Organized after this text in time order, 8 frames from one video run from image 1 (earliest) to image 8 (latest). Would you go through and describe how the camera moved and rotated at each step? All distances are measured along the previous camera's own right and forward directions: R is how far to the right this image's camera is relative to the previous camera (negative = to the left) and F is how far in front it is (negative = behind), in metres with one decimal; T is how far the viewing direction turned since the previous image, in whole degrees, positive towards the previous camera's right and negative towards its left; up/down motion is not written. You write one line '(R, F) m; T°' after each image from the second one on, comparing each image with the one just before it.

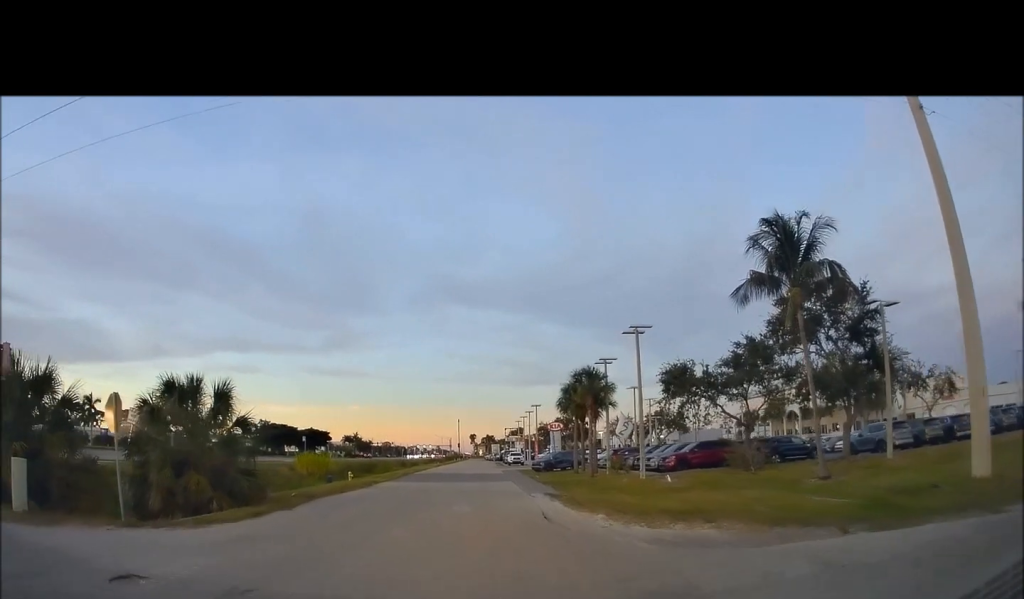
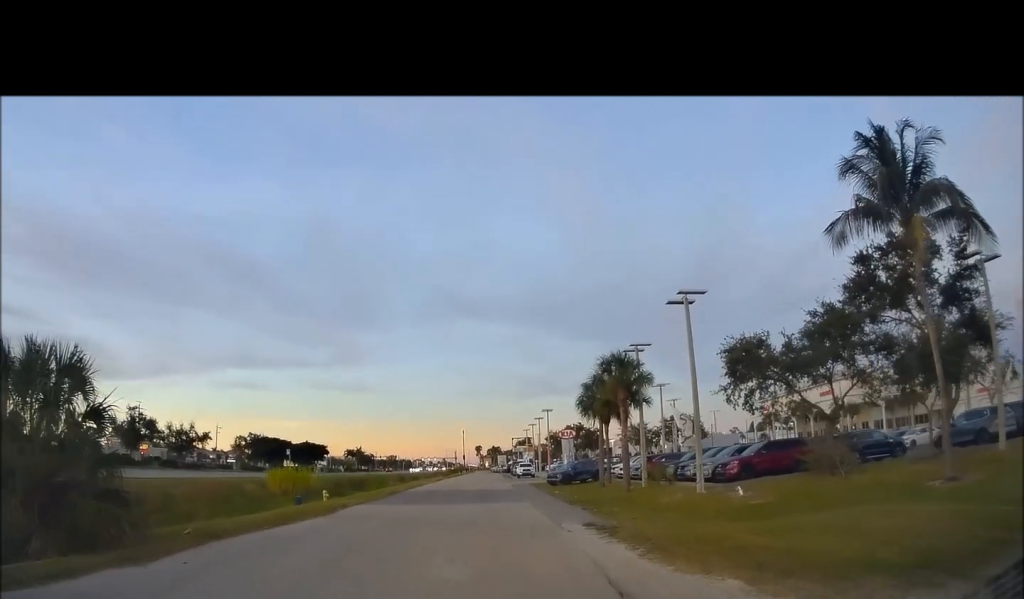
(0.0, +7.1) m; -3°
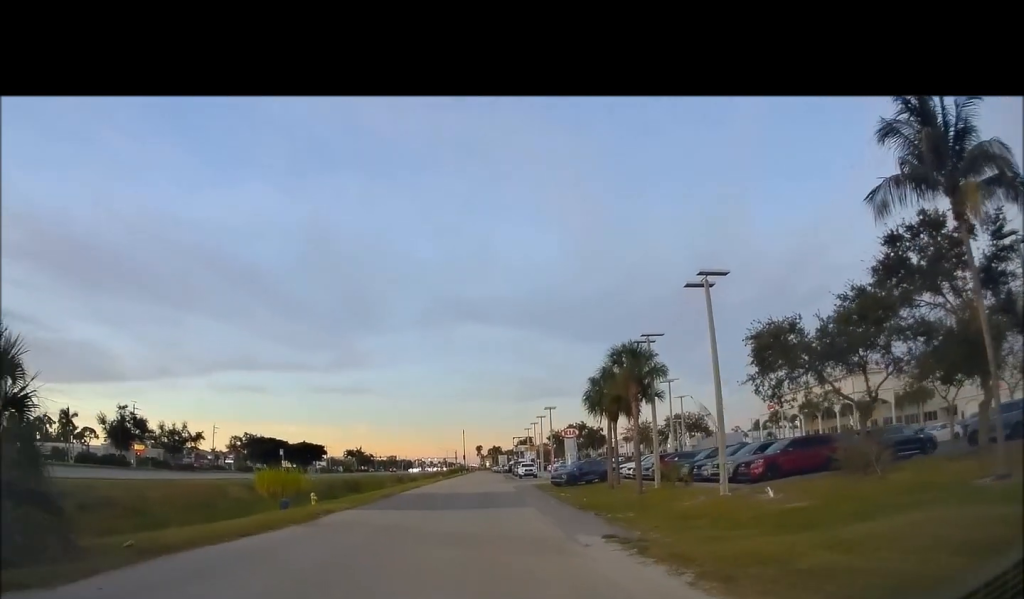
(+0.1, +2.2) m; -2°
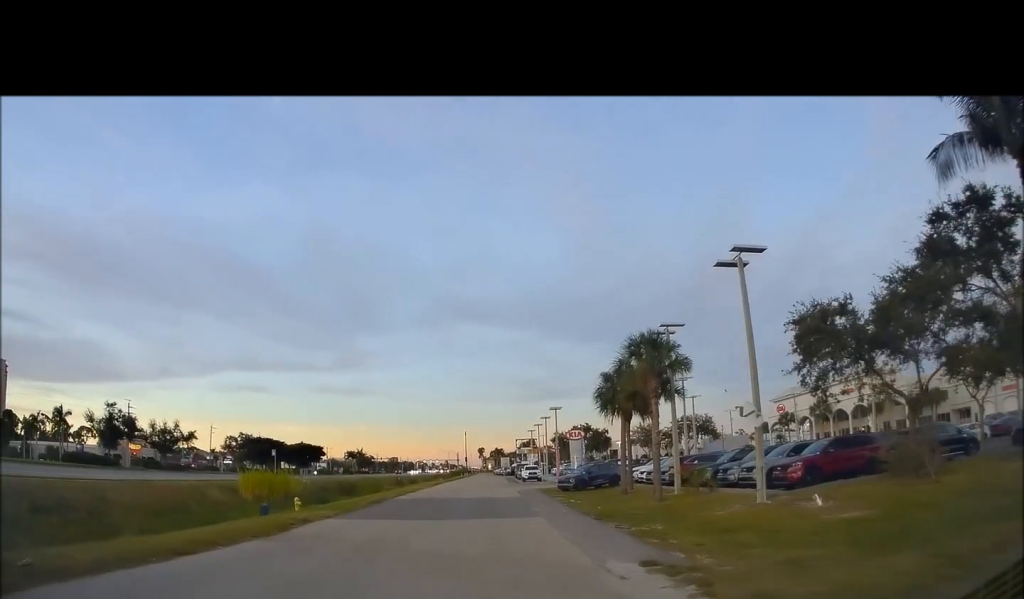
(-0.2, +2.8) m; 0°
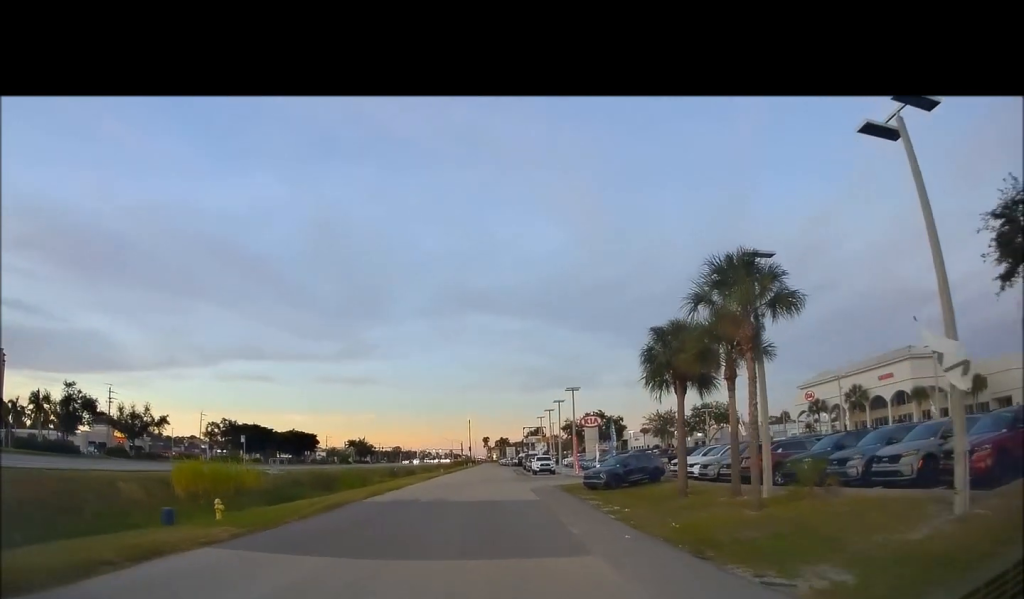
(+0.2, +8.4) m; +4°
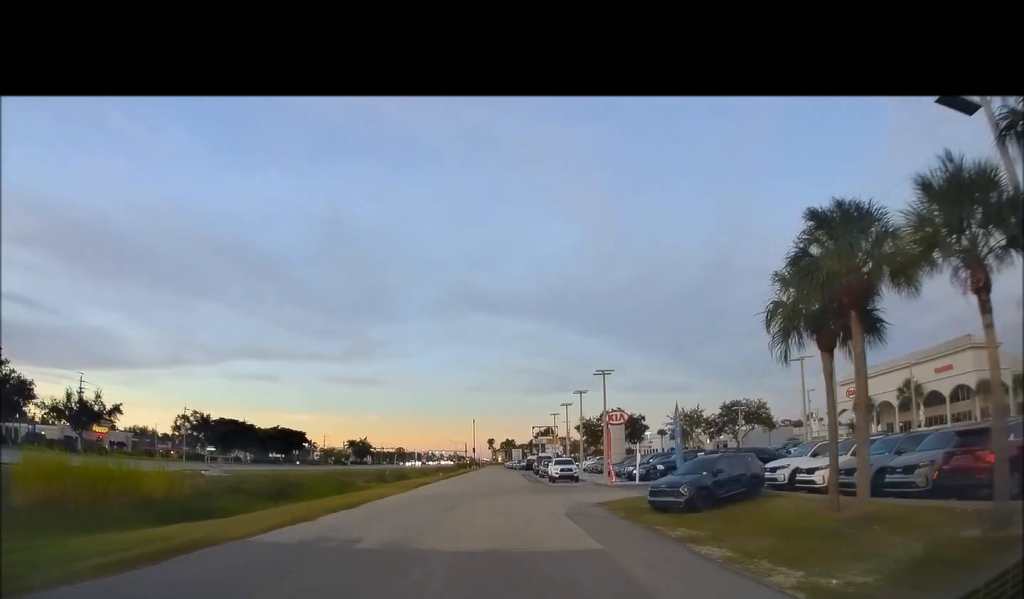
(+0.2, +11.1) m; +1°
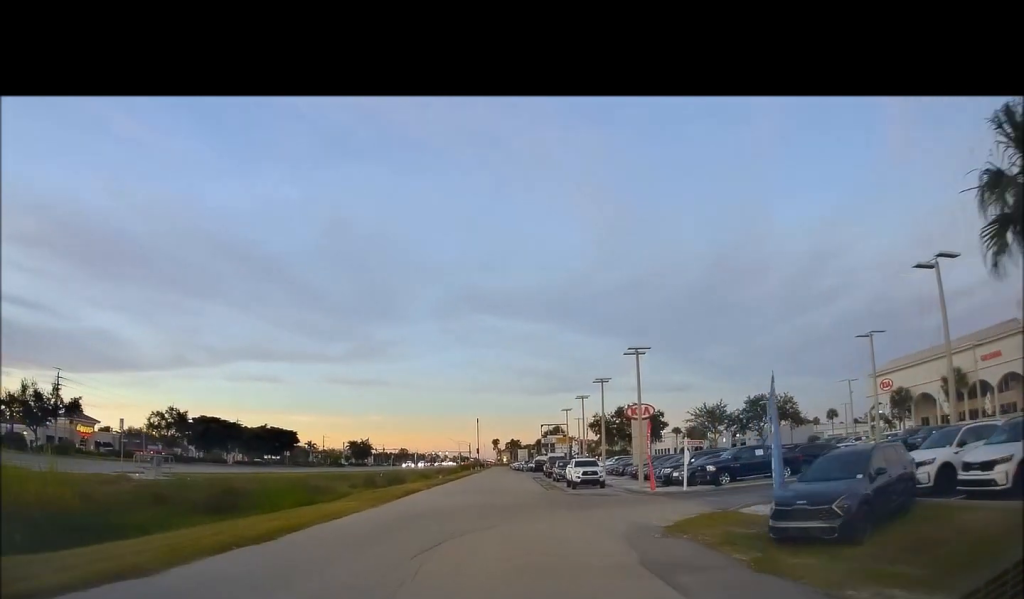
(0.0, +7.8) m; -1°
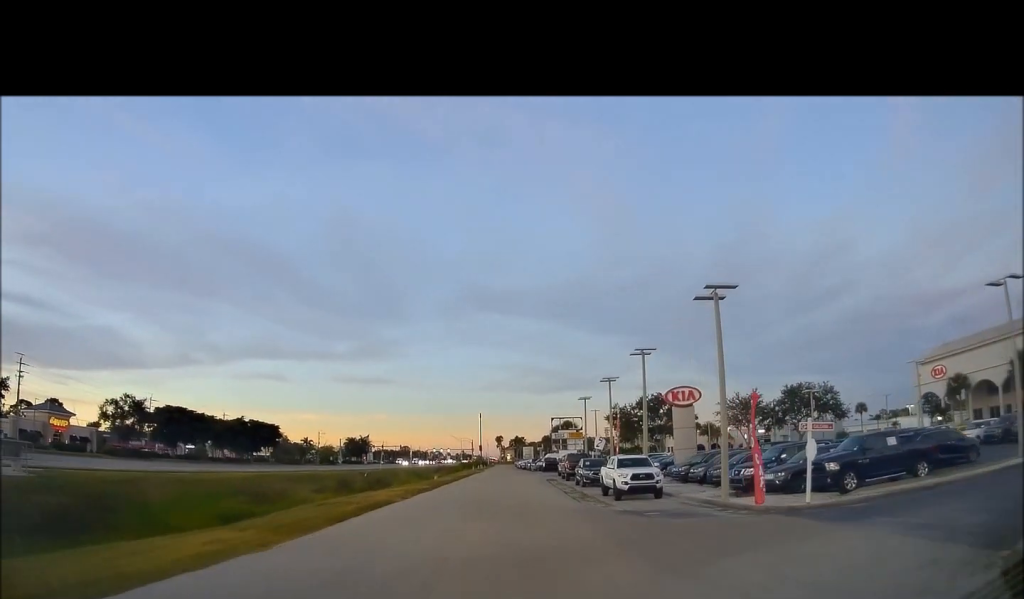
(-0.3, +10.4) m; -2°
